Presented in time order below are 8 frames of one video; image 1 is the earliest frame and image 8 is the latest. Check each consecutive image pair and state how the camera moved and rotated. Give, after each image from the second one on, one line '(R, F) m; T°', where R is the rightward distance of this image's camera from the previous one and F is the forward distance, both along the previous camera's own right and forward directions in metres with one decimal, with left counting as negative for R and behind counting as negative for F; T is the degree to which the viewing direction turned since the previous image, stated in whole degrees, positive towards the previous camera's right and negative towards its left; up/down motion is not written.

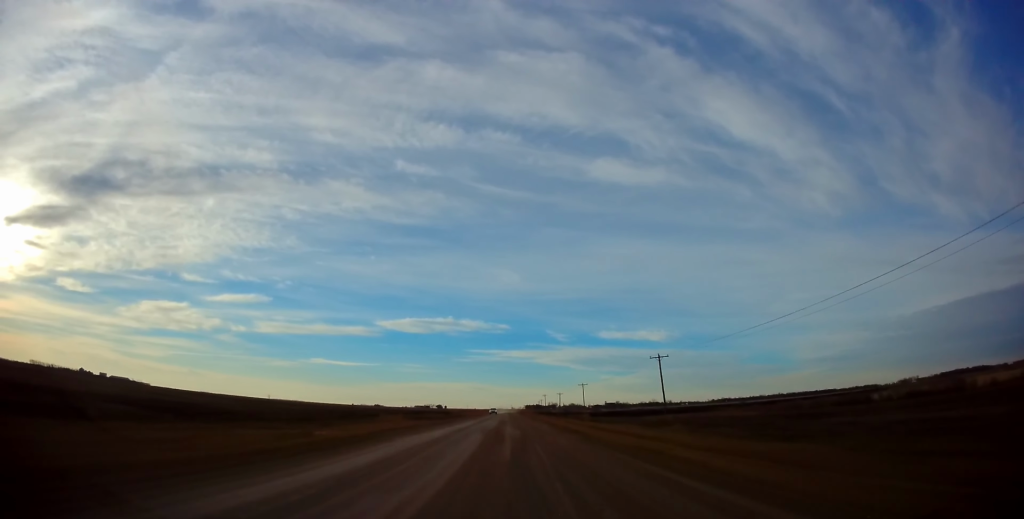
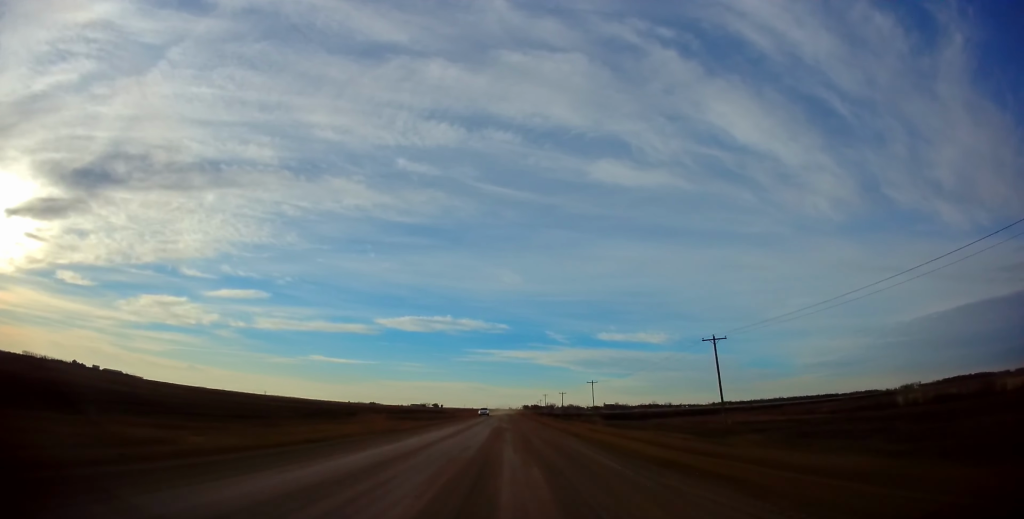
(+0.2, +19.2) m; 0°
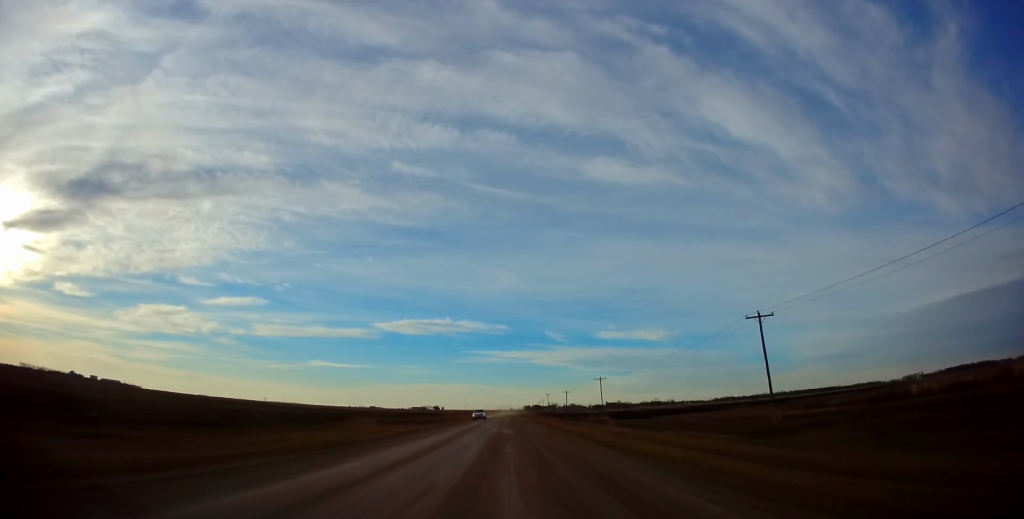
(-0.2, +9.2) m; 0°
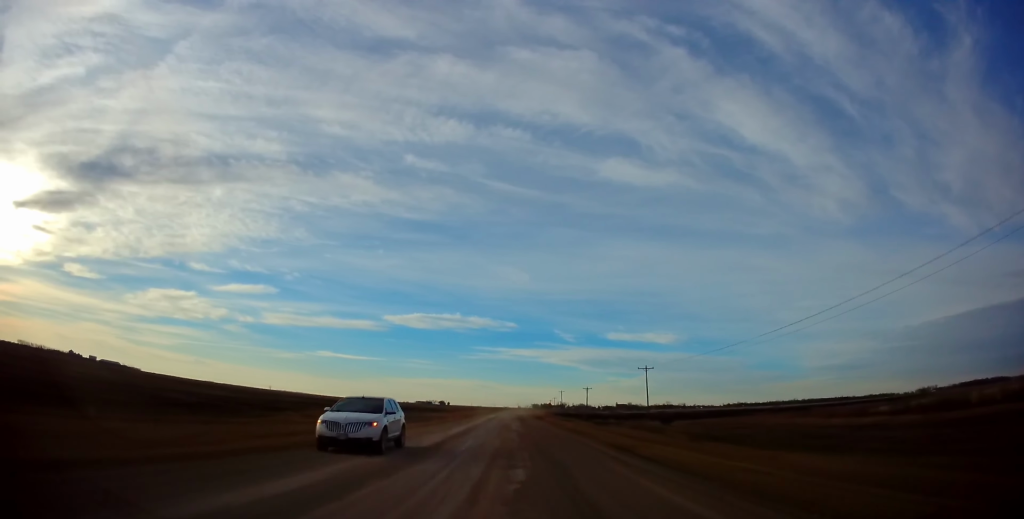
(+0.2, +29.3) m; 0°
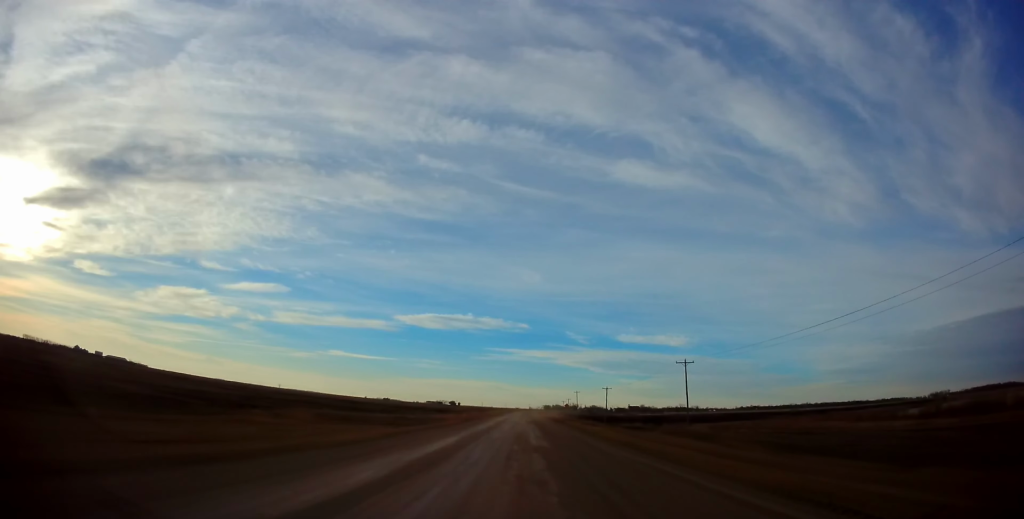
(-0.1, +11.4) m; -1°
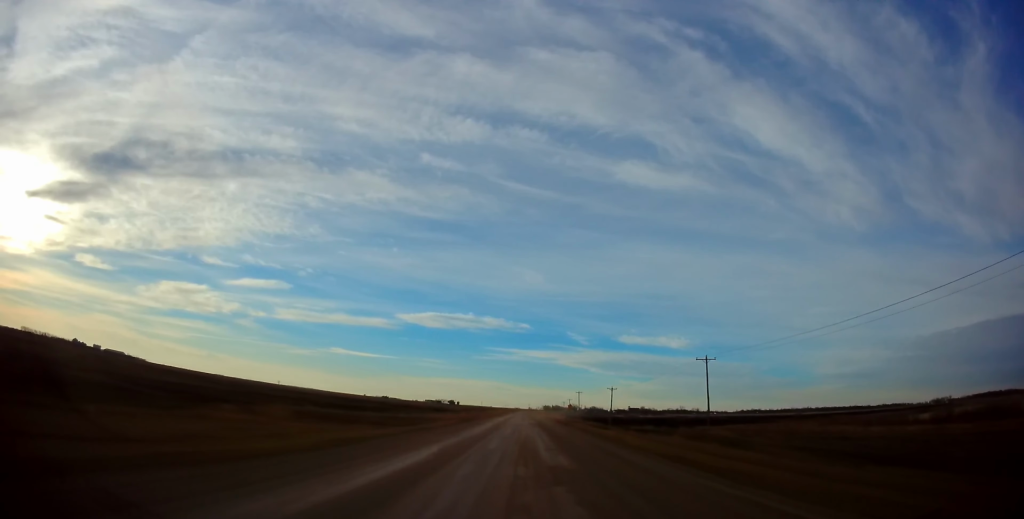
(0.0, +6.5) m; 0°
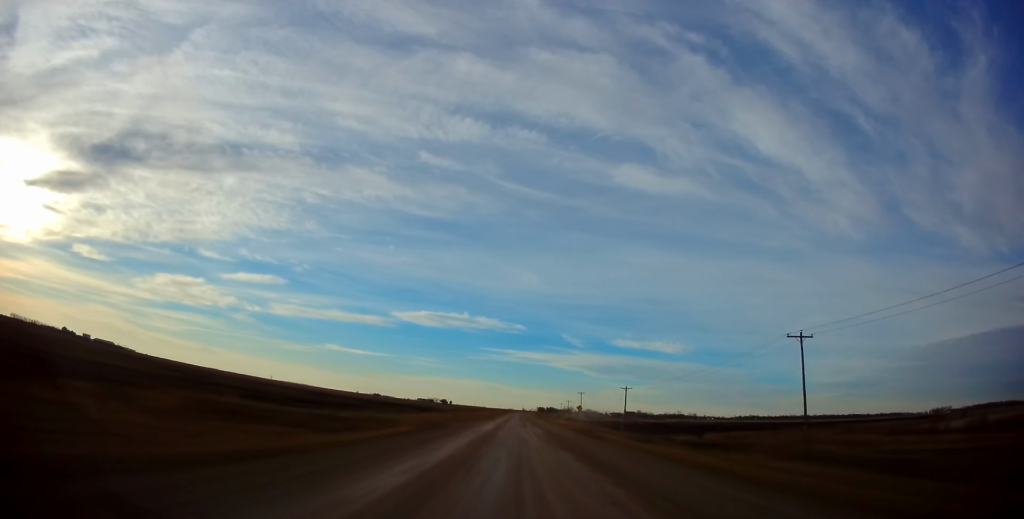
(0.0, +19.7) m; 0°
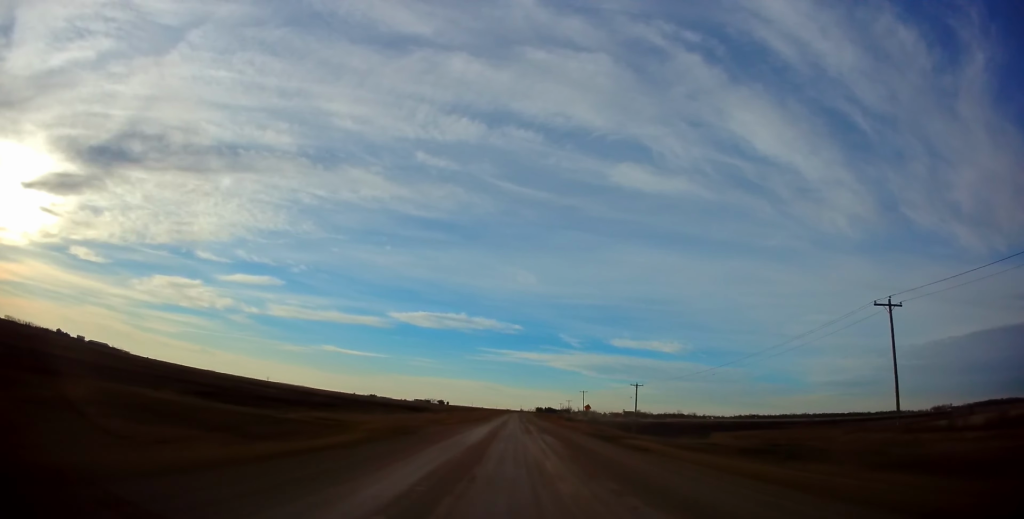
(0.0, +10.9) m; 0°
